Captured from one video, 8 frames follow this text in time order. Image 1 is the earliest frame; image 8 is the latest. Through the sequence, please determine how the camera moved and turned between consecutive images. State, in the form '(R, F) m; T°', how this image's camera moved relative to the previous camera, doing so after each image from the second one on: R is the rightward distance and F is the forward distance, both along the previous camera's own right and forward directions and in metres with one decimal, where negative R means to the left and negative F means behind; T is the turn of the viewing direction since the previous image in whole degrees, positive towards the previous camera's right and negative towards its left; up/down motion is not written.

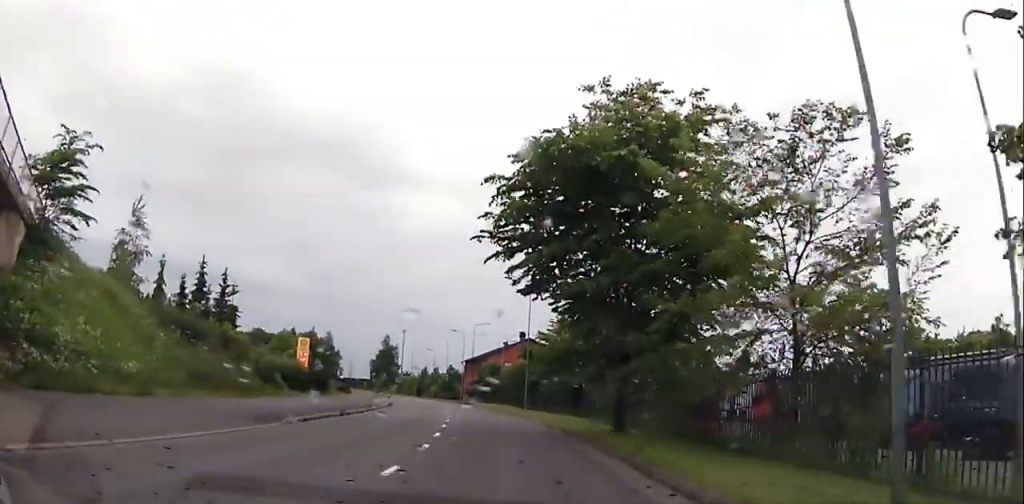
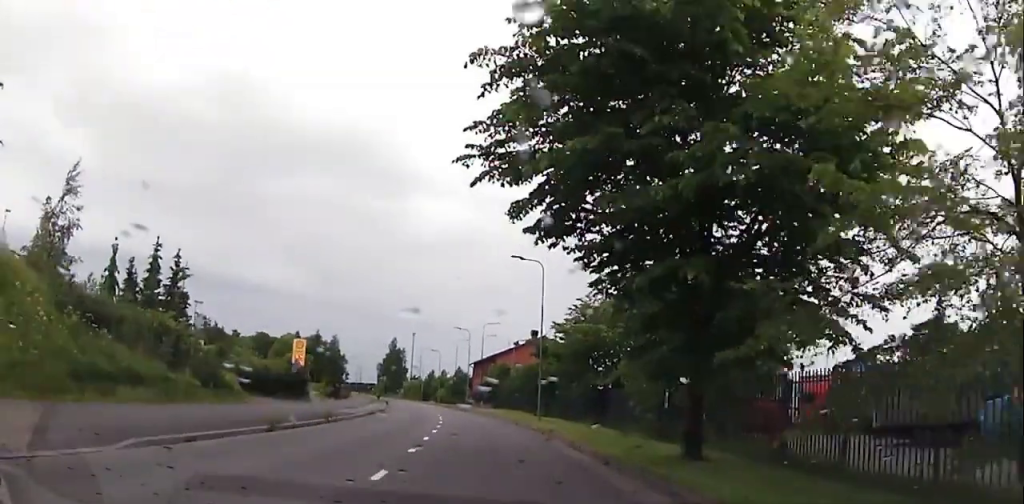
(+0.1, +7.8) m; 0°
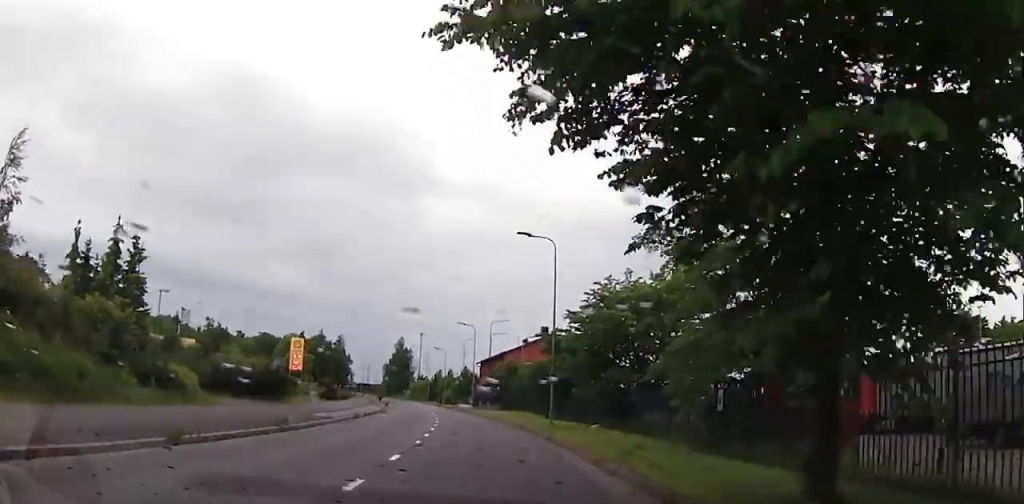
(+0.2, +5.1) m; -1°
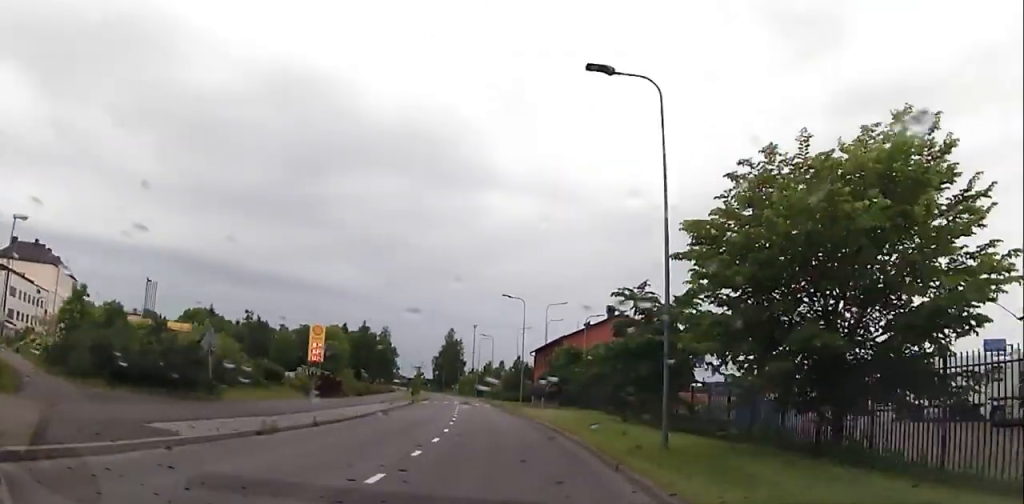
(-1.0, +15.1) m; -6°
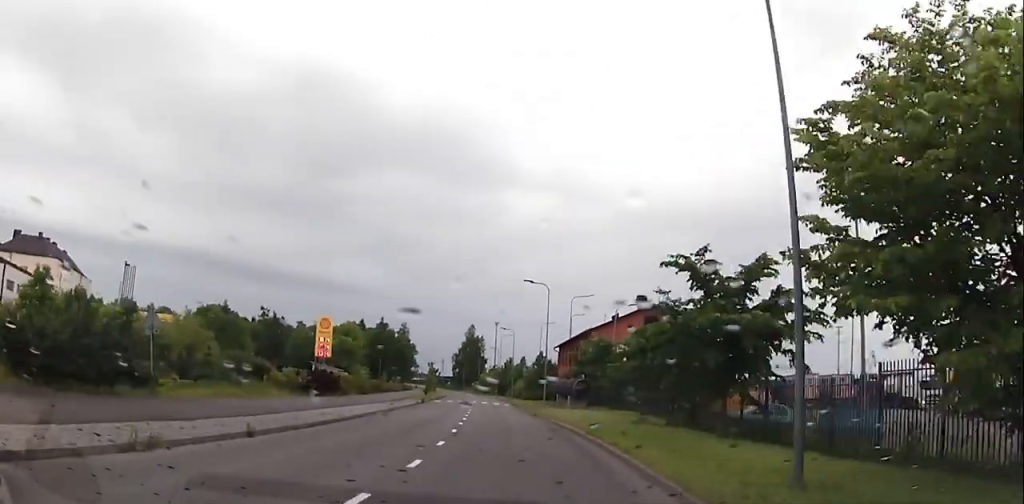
(-0.2, +6.0) m; 0°
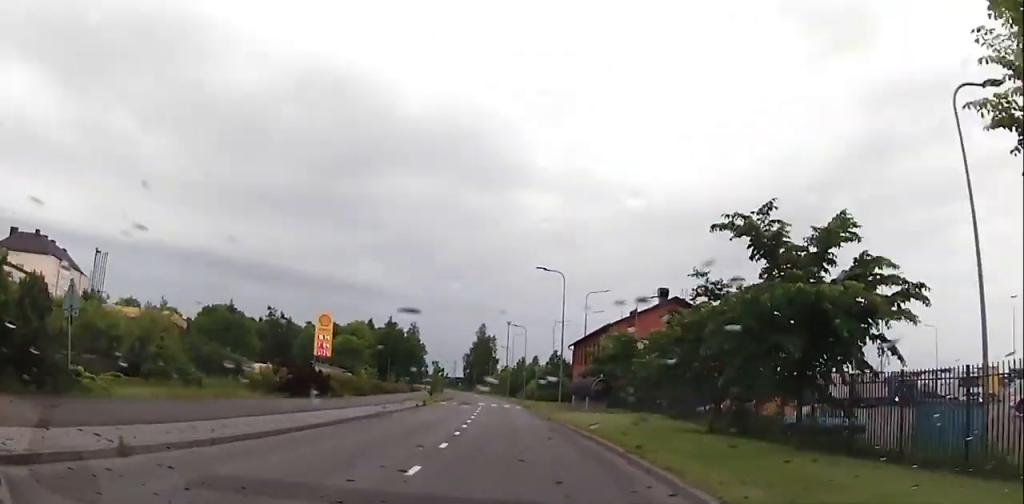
(0.0, +4.9) m; -1°
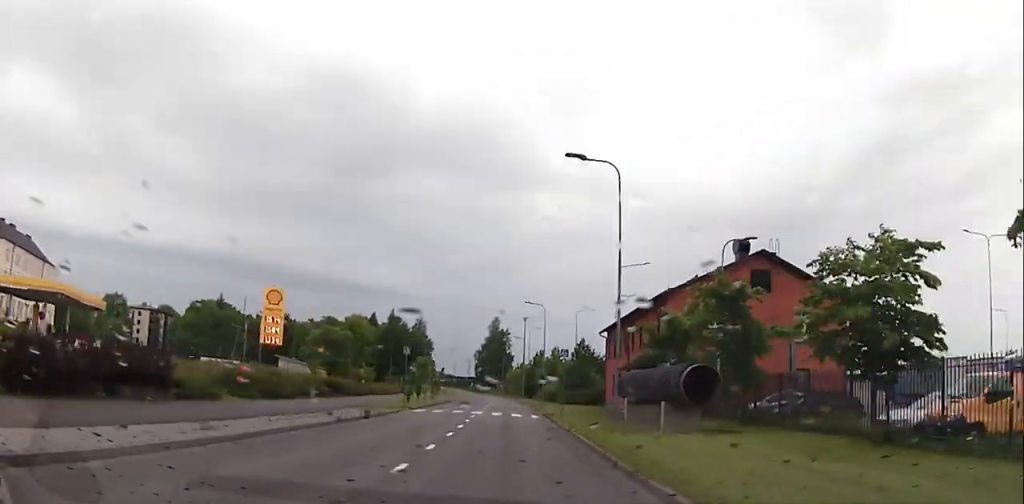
(-1.0, +19.5) m; -4°
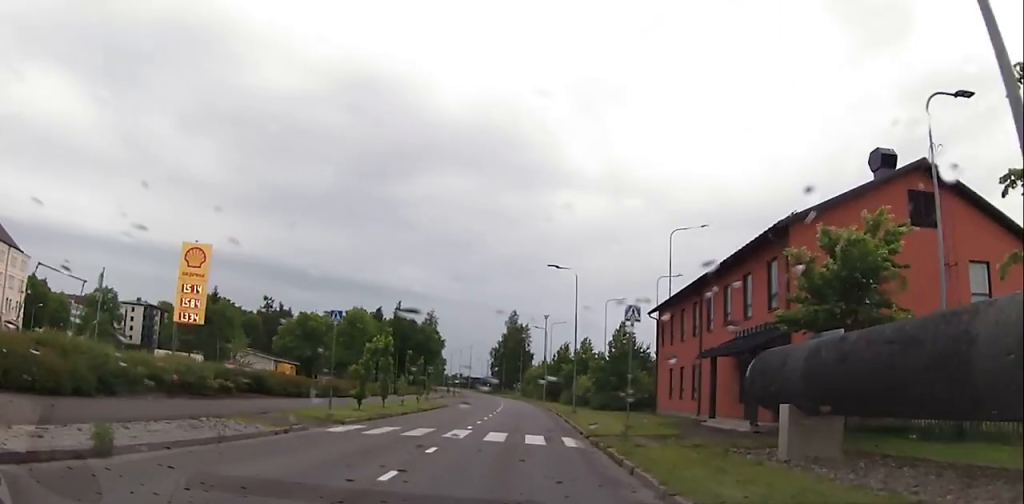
(+0.3, +16.9) m; 0°
